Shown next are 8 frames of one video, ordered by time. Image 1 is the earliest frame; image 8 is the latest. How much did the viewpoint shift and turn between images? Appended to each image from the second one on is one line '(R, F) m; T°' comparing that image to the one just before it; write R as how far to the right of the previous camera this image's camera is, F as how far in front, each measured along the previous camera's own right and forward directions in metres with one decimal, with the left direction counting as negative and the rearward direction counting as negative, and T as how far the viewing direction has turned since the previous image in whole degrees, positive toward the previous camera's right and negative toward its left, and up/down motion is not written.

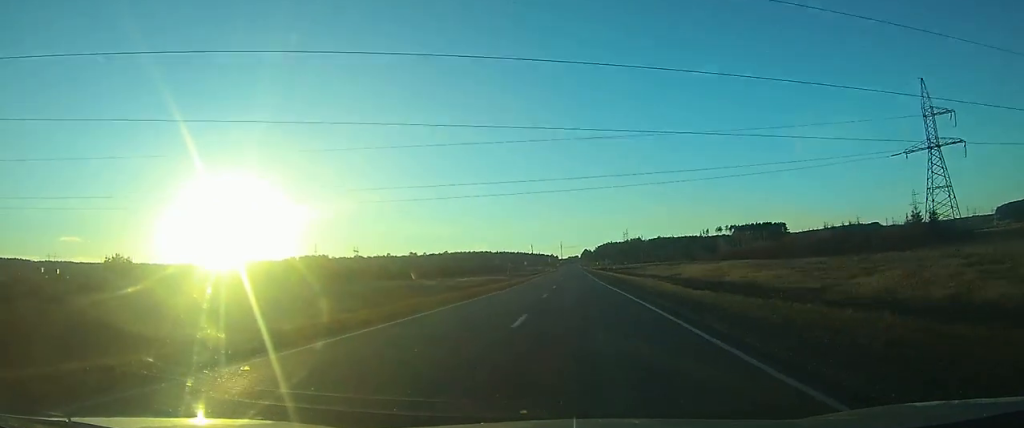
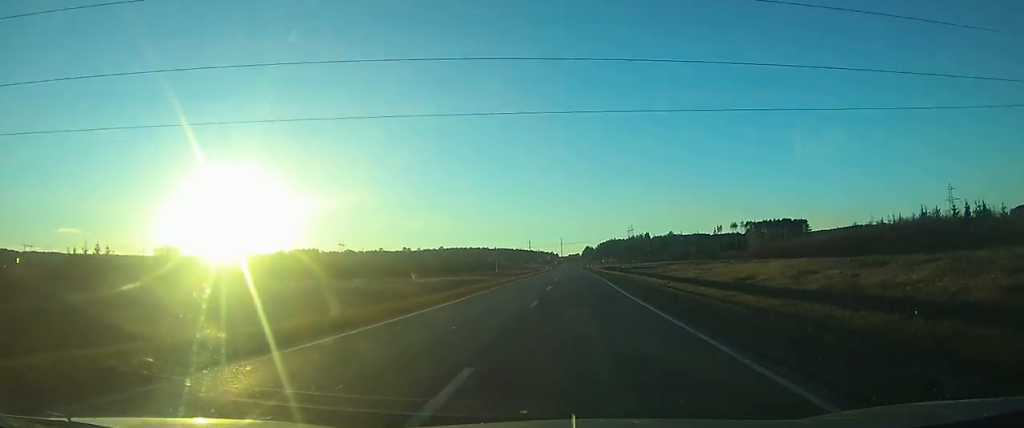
(0.0, +43.2) m; 0°
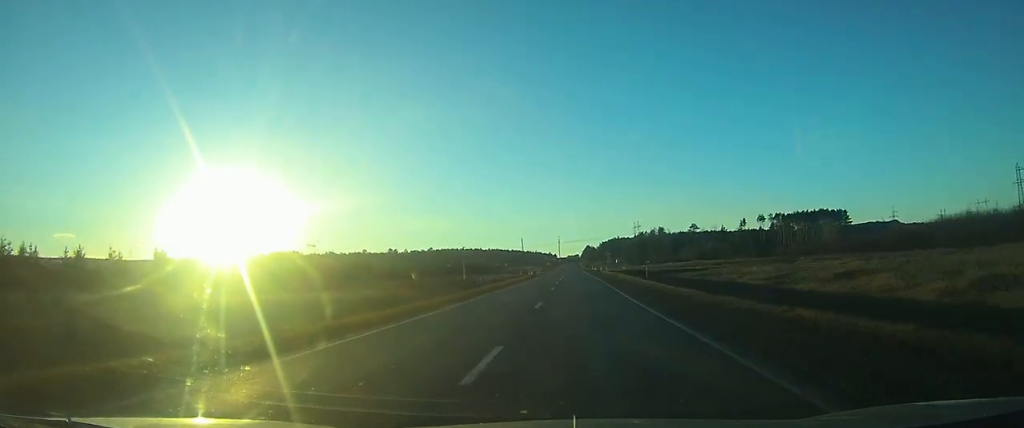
(0.0, +68.0) m; 0°
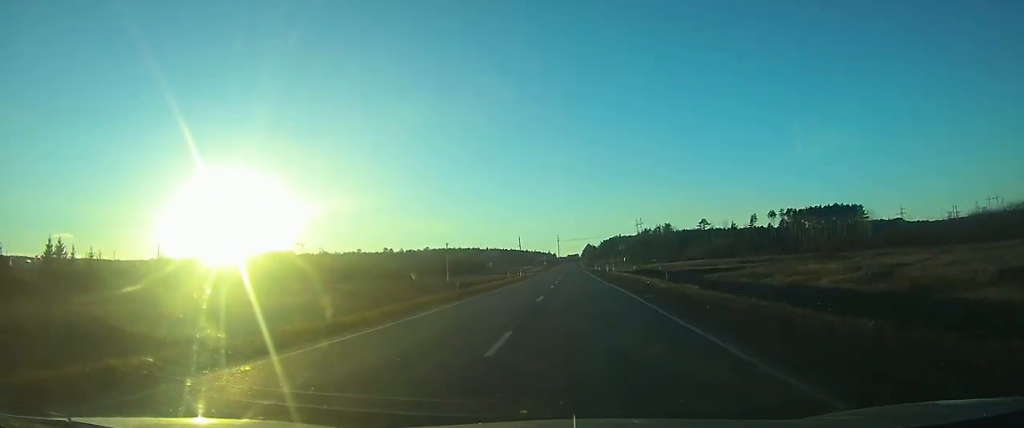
(+0.1, +21.6) m; 0°
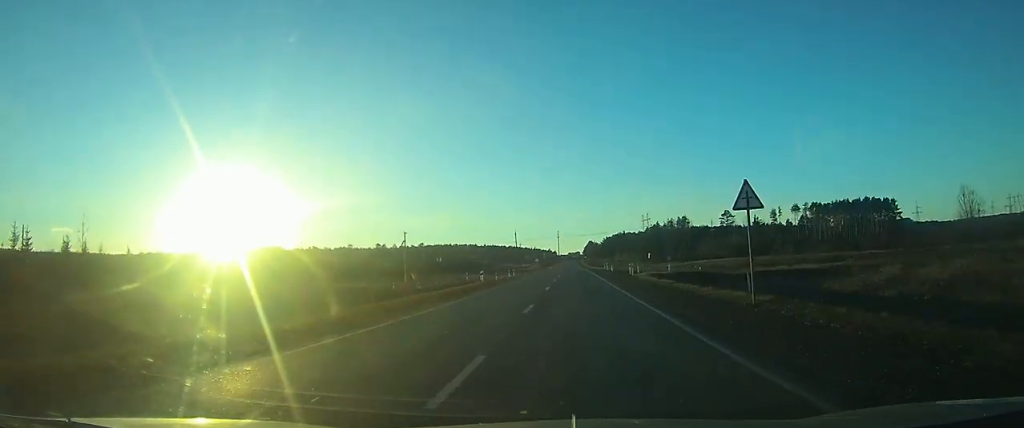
(+0.1, +36.9) m; 0°
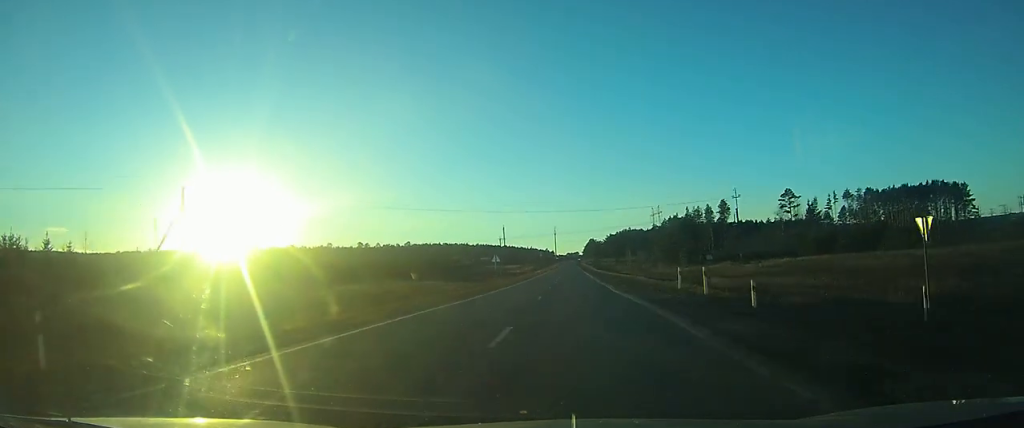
(-0.2, +65.7) m; 0°
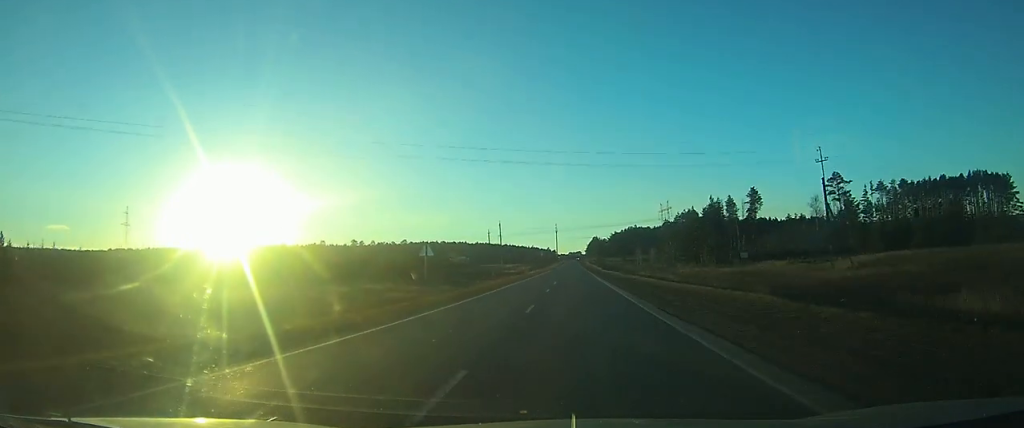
(0.0, +28.8) m; 0°
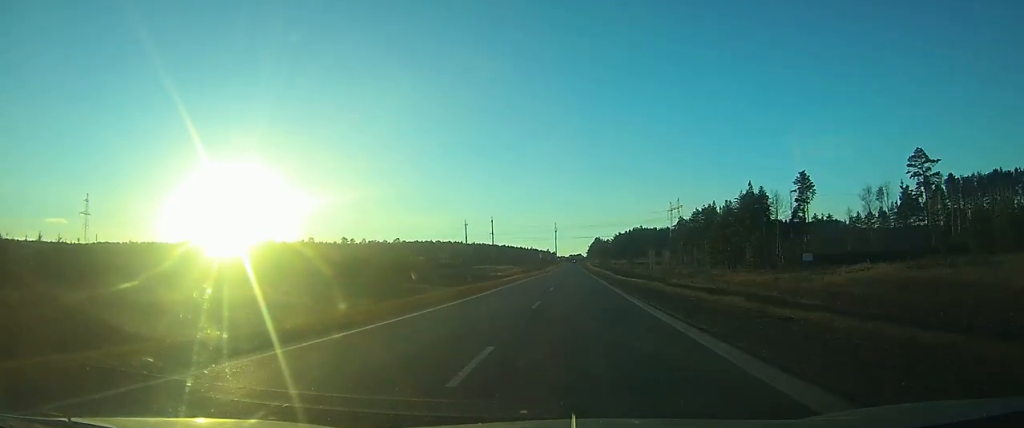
(0.0, +33.4) m; 0°
